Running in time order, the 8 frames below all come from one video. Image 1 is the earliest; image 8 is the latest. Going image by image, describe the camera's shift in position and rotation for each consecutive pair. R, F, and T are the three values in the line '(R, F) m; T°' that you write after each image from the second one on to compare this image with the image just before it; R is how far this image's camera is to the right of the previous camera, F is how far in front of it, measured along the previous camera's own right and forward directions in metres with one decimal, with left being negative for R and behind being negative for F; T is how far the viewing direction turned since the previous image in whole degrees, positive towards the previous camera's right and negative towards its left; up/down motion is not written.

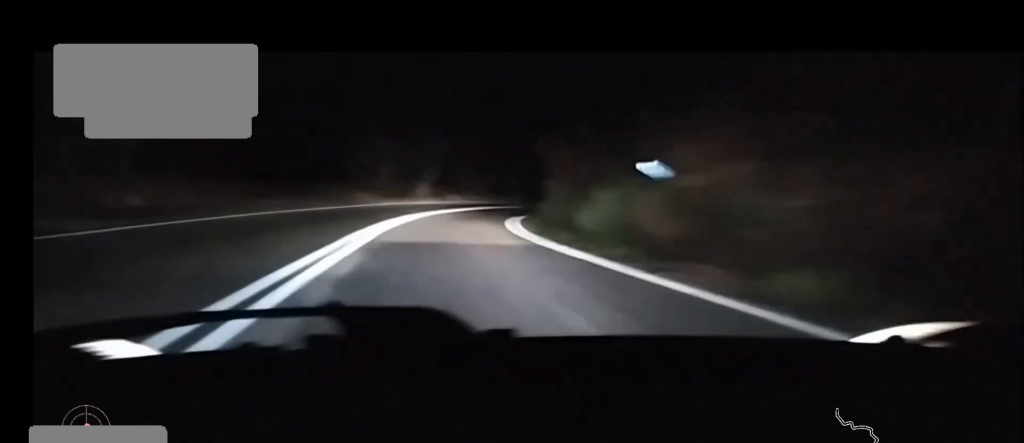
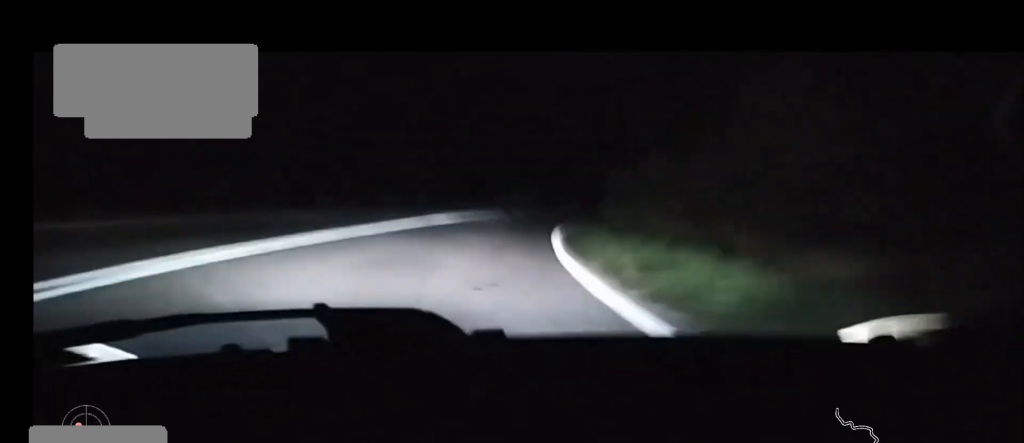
(+5.0, +42.8) m; +16°
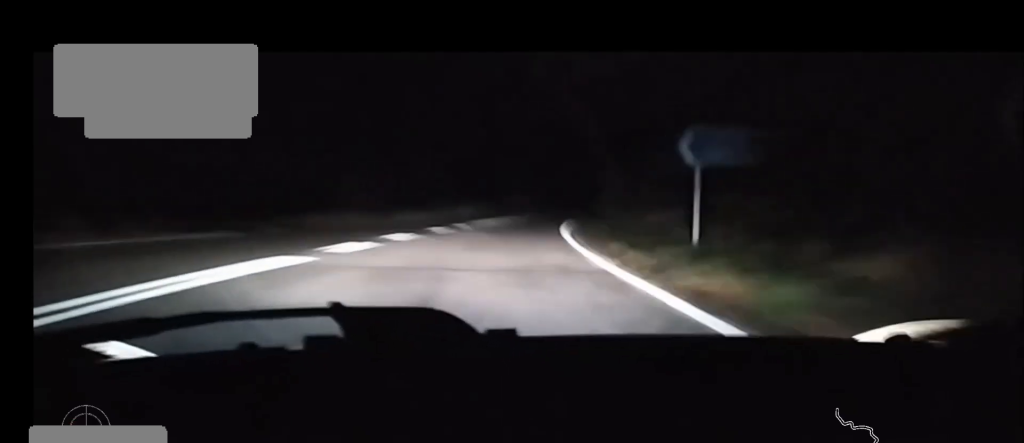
(+3.1, +27.0) m; +12°
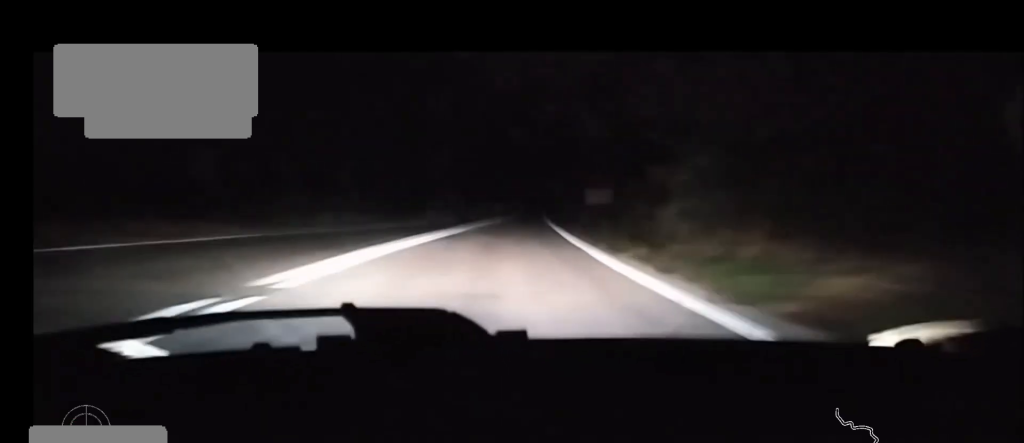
(+1.7, +22.6) m; +7°
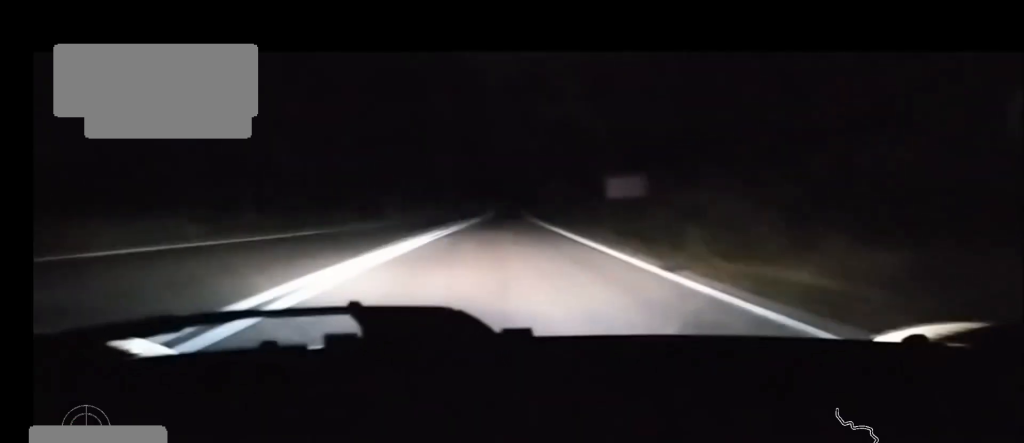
(+0.3, +12.2) m; +2°
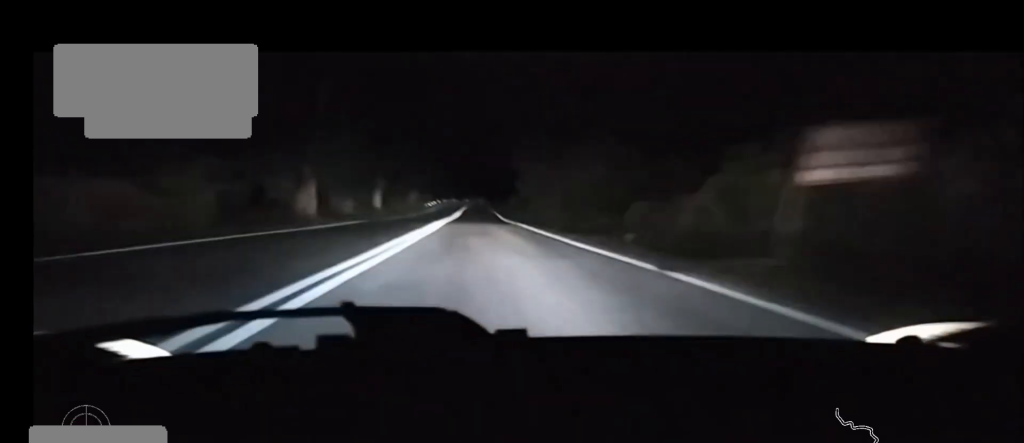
(+0.5, +16.2) m; +2°
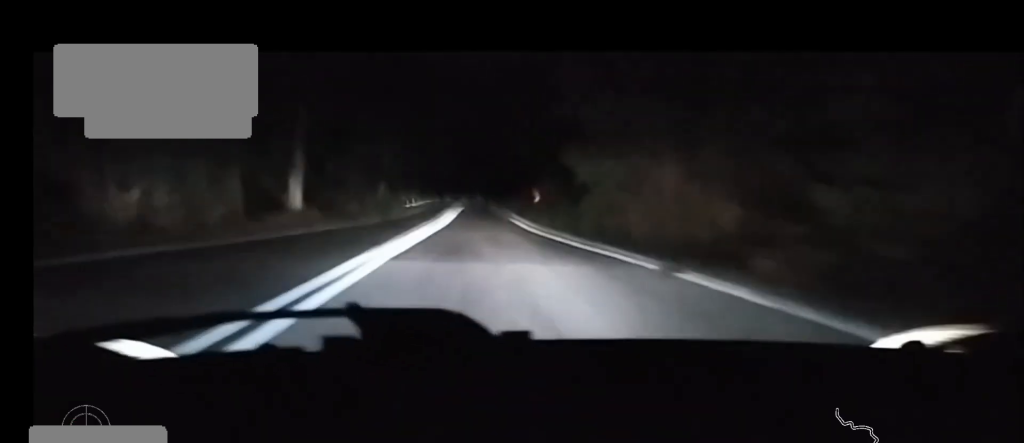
(+0.8, +26.2) m; +2°
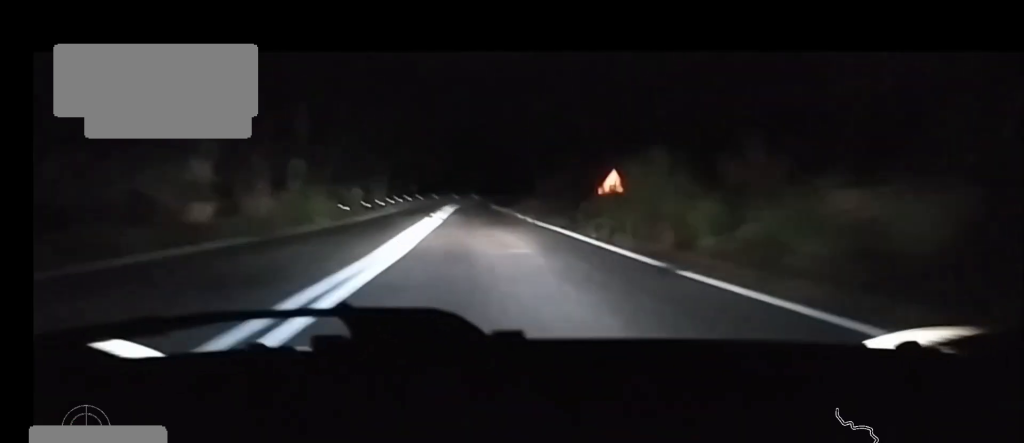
(-0.1, +21.4) m; 0°
